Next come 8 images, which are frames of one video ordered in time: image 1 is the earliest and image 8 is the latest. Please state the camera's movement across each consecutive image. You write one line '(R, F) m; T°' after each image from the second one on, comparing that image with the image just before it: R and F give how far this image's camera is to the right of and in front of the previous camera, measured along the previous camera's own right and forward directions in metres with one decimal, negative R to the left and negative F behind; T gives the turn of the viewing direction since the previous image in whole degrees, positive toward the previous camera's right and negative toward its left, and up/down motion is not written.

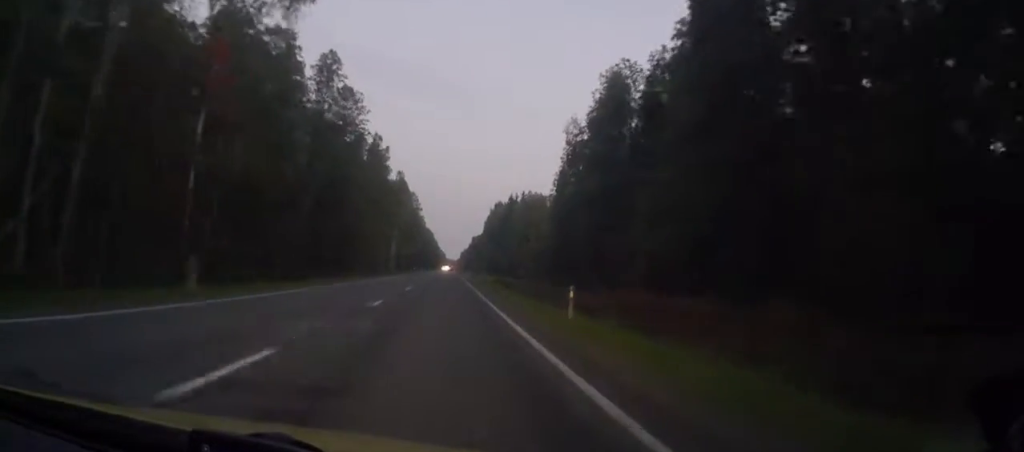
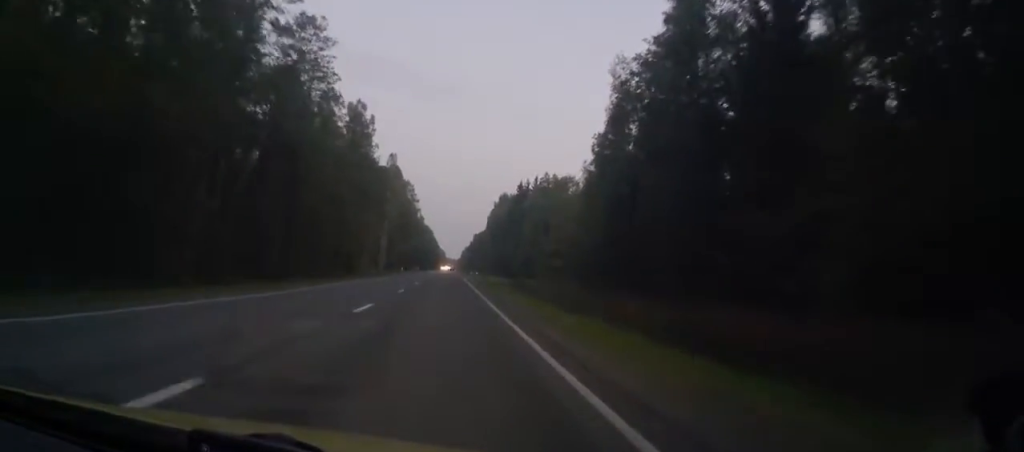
(-0.2, +26.1) m; 0°
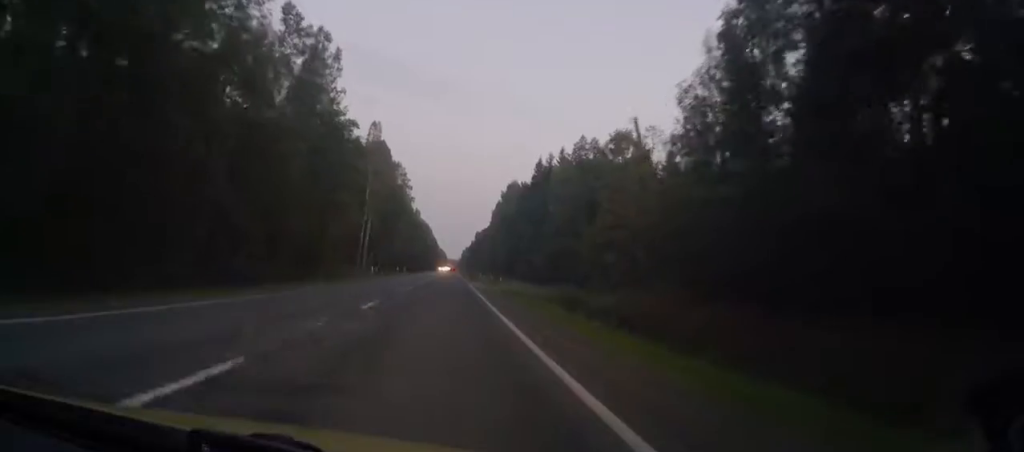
(0.0, +34.6) m; 0°
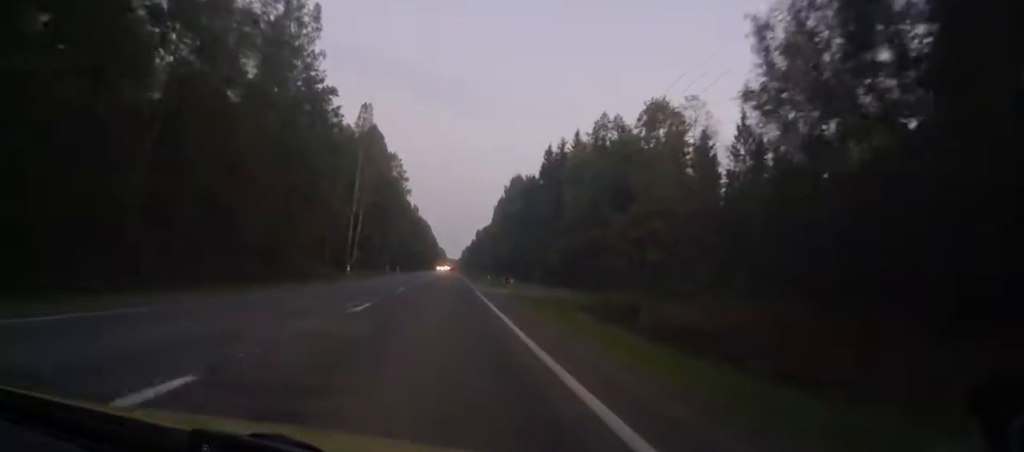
(0.0, +13.1) m; 0°
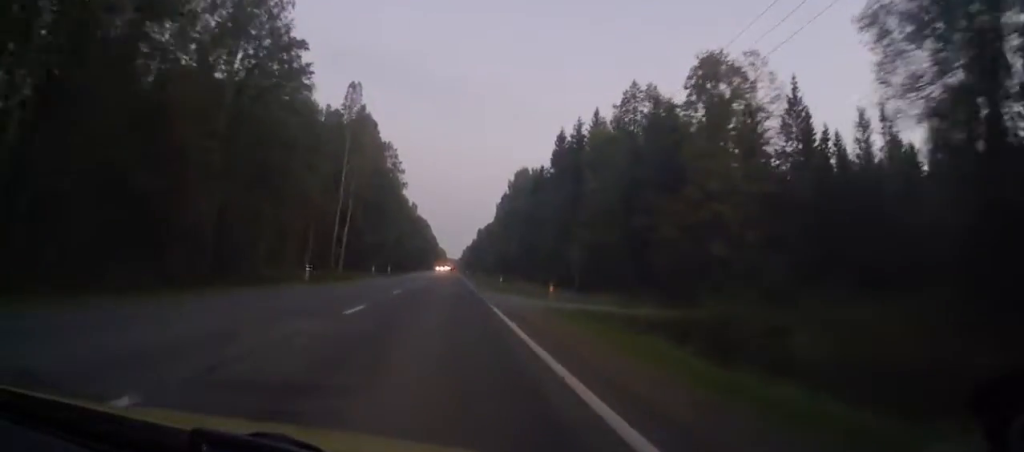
(0.0, +13.1) m; 0°
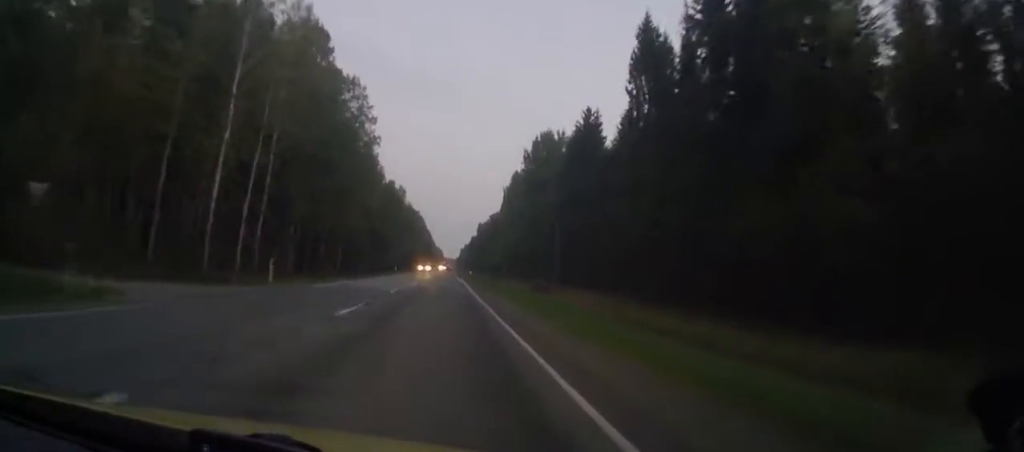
(-0.1, +47.7) m; 0°
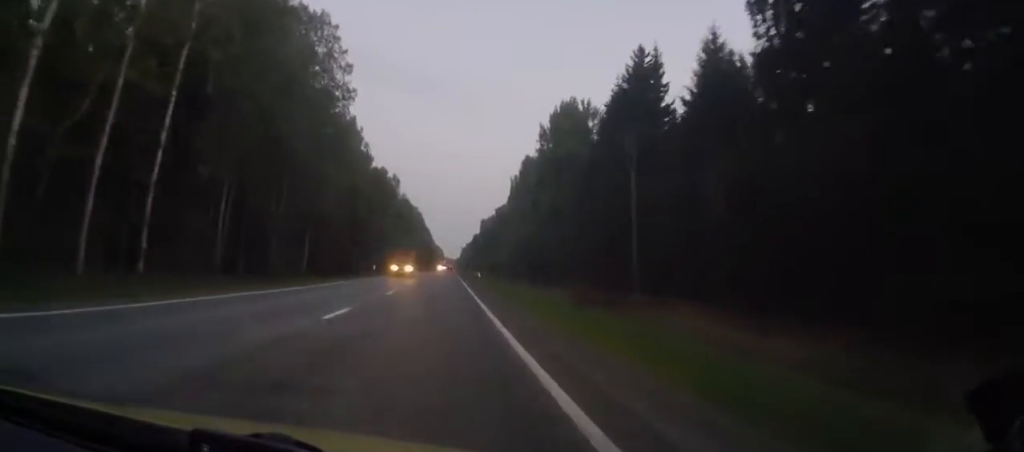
(+0.2, +24.4) m; 0°
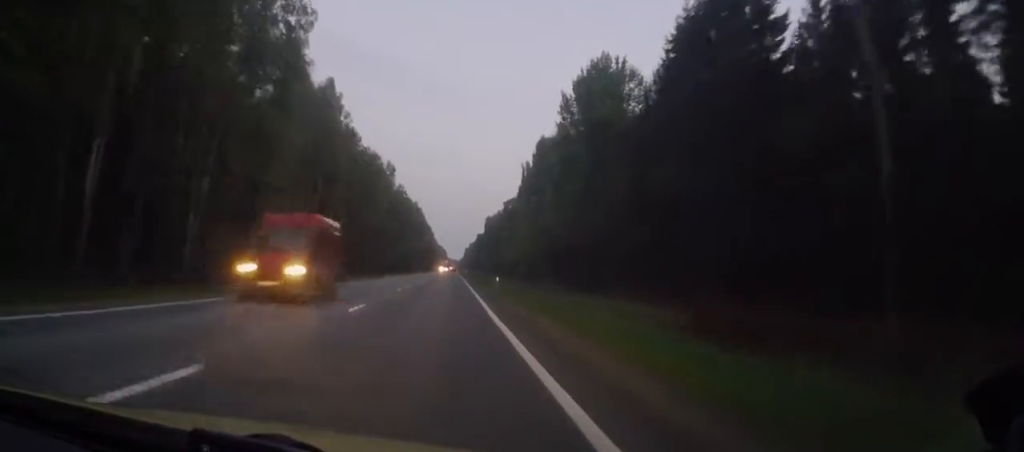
(+0.1, +21.6) m; 0°
